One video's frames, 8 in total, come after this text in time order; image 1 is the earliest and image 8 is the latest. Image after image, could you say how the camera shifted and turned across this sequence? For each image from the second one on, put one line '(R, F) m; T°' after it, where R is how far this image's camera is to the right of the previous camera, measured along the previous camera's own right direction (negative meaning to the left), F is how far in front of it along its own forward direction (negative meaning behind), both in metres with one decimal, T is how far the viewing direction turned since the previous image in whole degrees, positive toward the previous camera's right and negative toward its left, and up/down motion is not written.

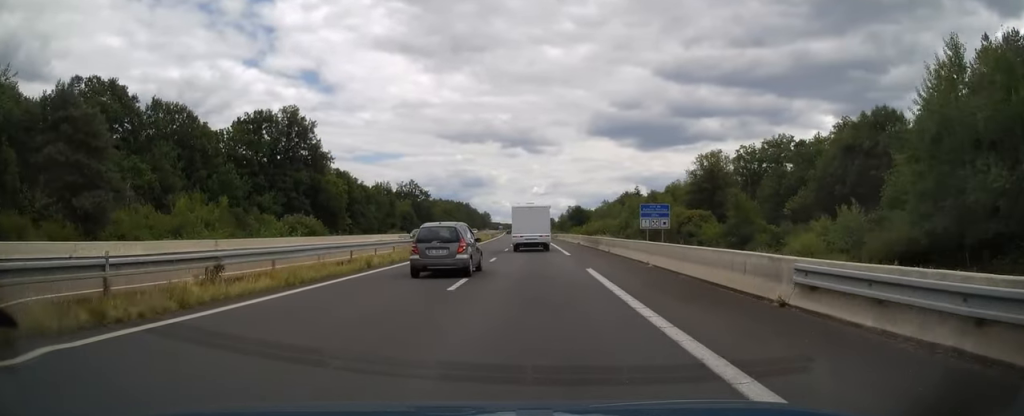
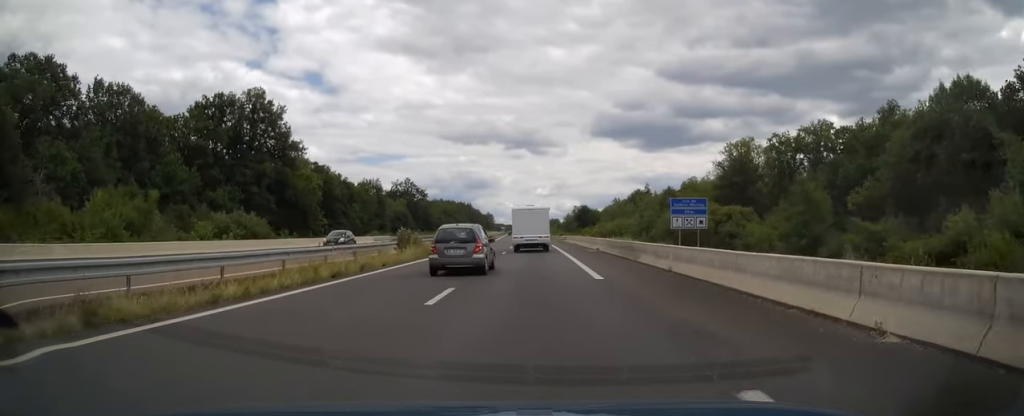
(-0.1, +15.2) m; 0°
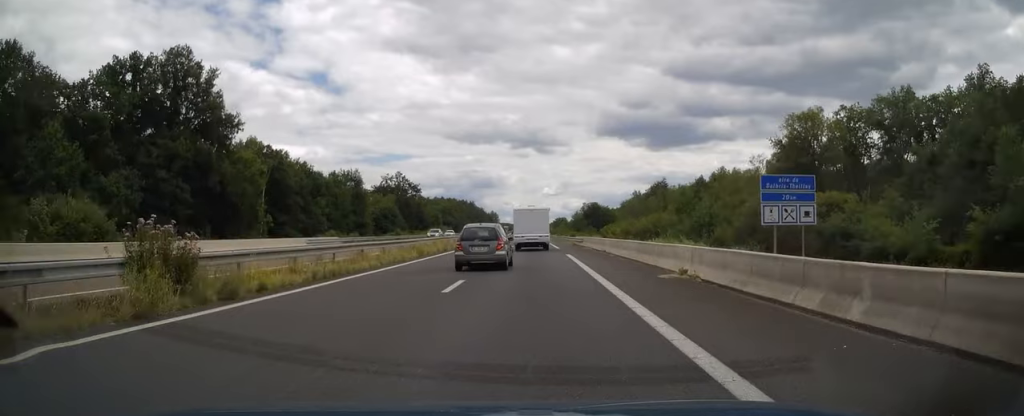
(0.0, +23.1) m; 0°
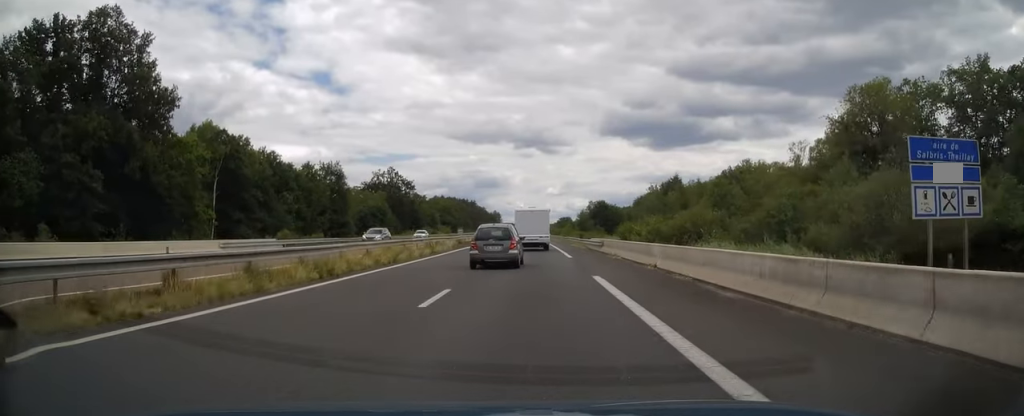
(0.0, +15.3) m; 0°
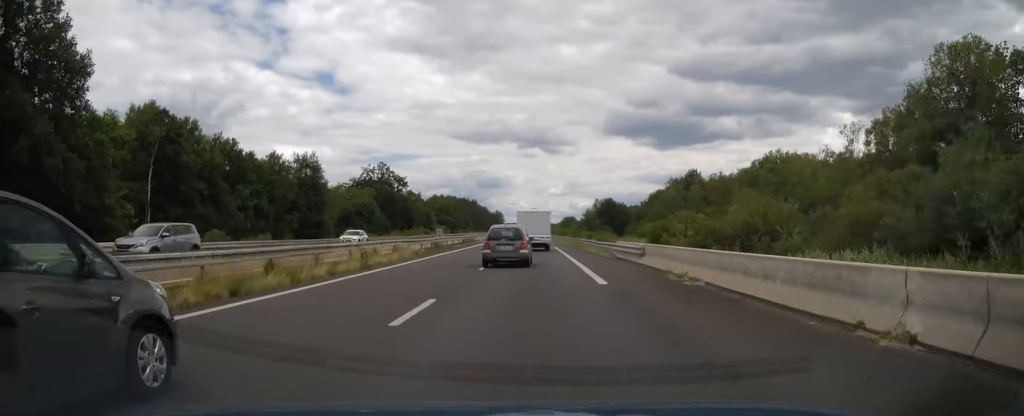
(0.0, +14.8) m; 0°
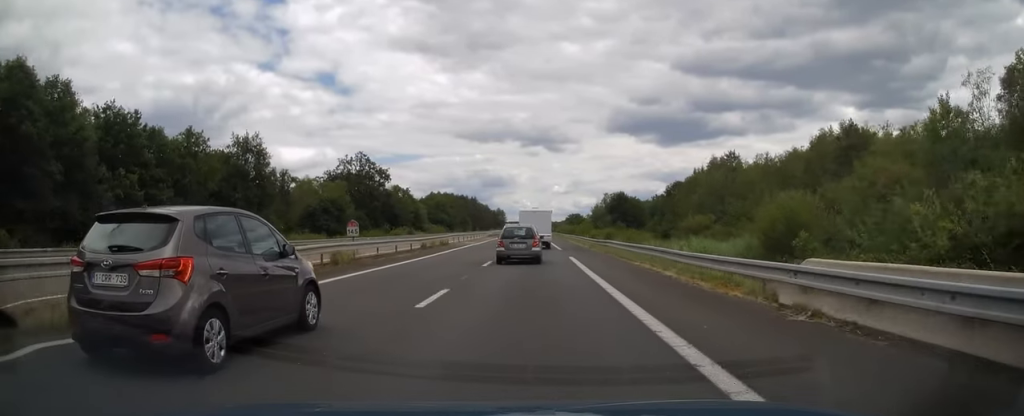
(-0.1, +23.6) m; -1°
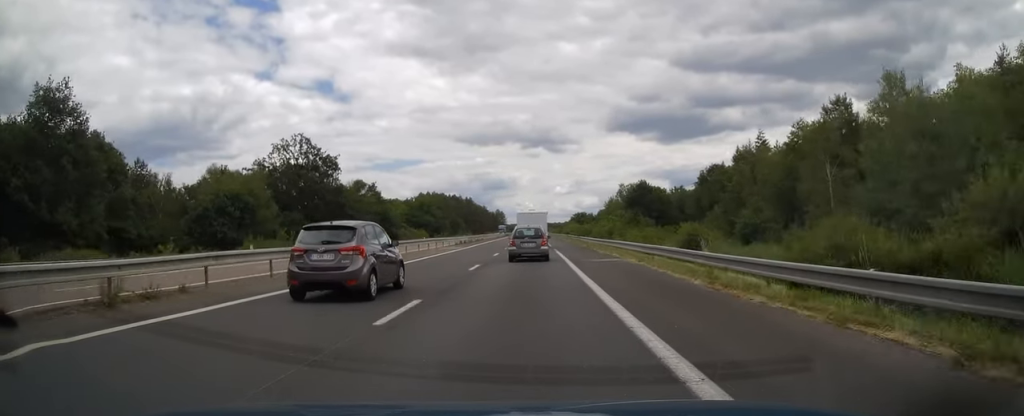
(-0.3, +39.8) m; -1°
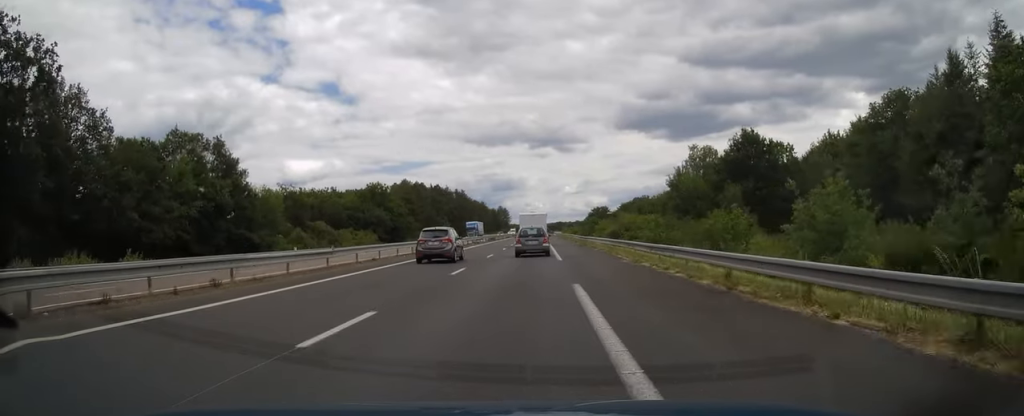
(-0.7, +78.3) m; -1°
